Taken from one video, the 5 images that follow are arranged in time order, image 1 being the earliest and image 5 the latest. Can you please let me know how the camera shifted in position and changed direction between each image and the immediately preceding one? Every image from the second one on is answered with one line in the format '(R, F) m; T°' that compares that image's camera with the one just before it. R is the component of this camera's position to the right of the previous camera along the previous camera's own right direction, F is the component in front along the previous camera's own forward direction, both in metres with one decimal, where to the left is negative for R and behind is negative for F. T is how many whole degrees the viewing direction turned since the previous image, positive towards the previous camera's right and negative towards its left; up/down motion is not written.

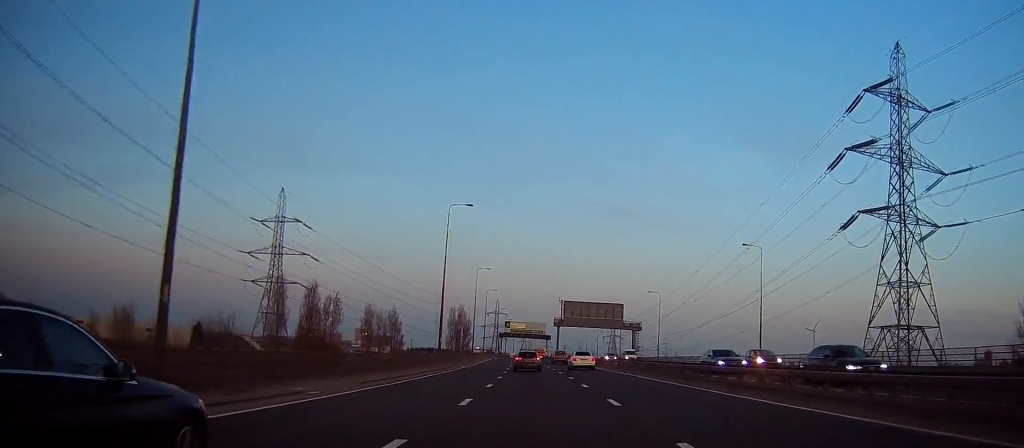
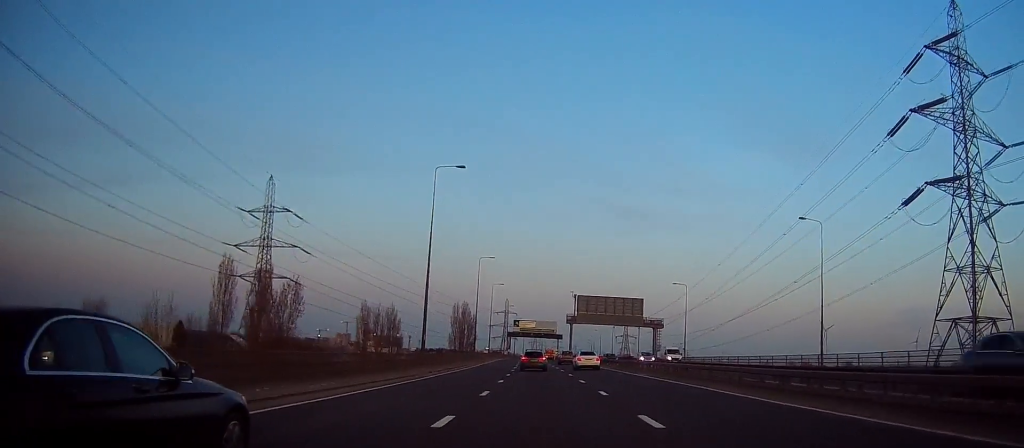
(-0.2, +13.6) m; -2°
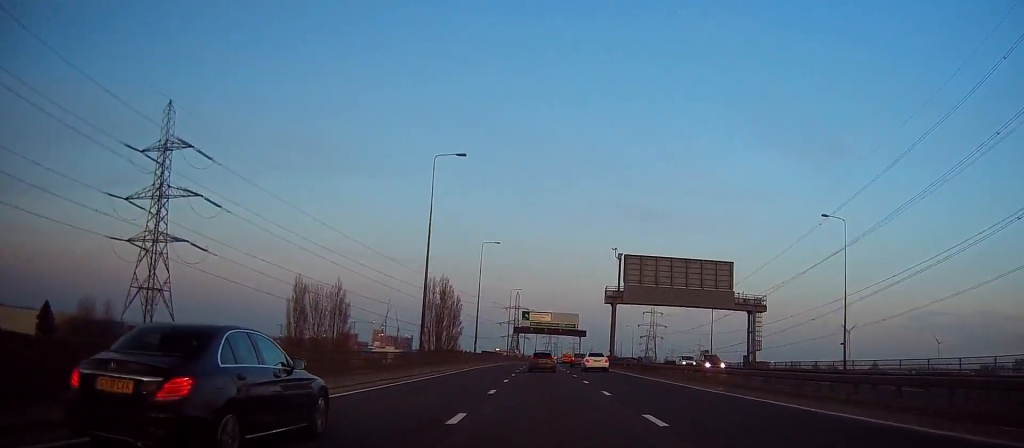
(-0.6, +52.8) m; 0°
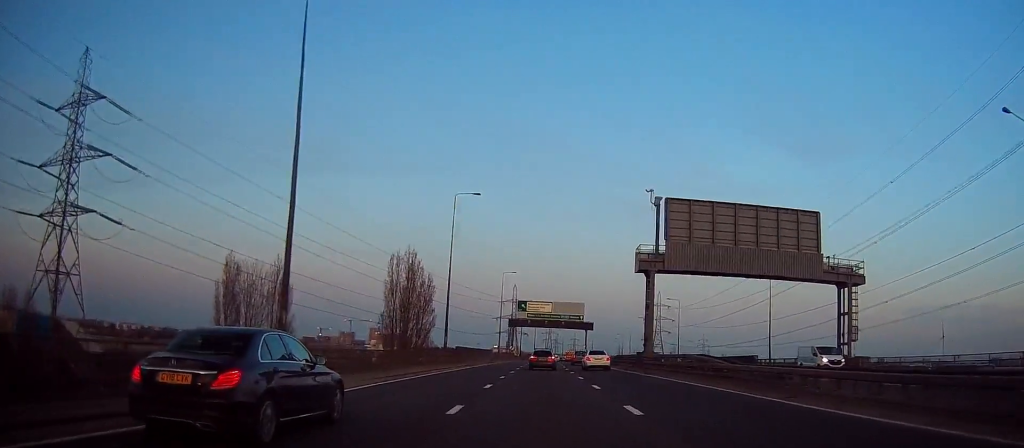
(0.0, +25.2) m; 0°
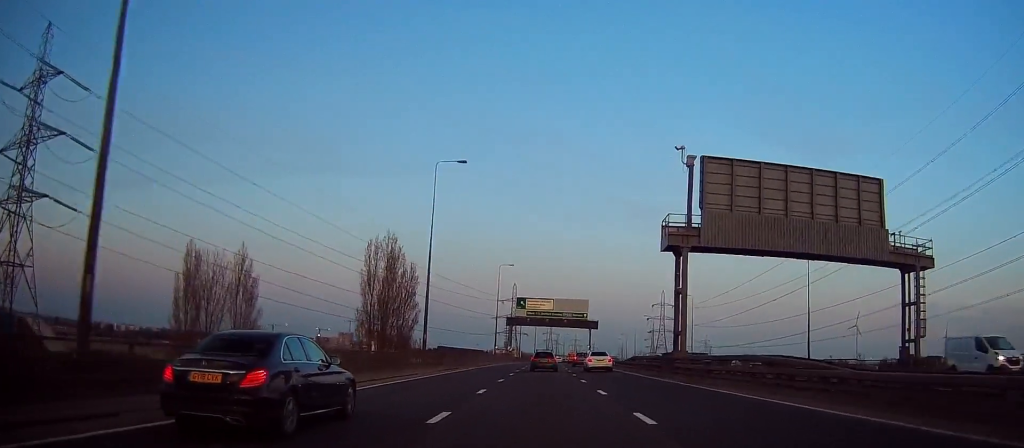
(+0.1, +10.7) m; -1°
